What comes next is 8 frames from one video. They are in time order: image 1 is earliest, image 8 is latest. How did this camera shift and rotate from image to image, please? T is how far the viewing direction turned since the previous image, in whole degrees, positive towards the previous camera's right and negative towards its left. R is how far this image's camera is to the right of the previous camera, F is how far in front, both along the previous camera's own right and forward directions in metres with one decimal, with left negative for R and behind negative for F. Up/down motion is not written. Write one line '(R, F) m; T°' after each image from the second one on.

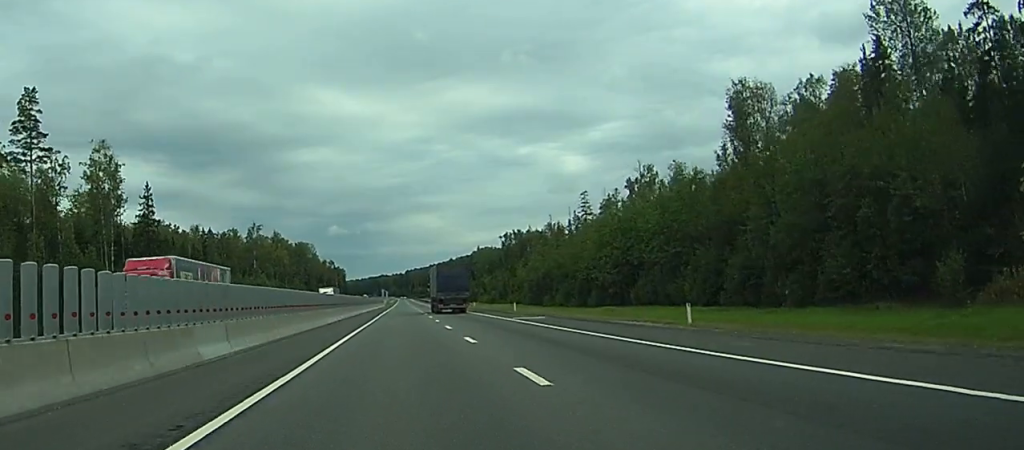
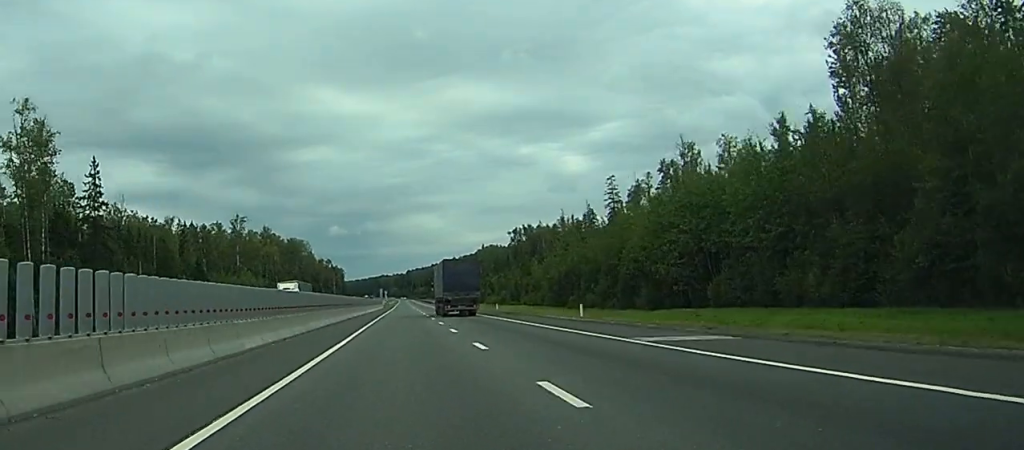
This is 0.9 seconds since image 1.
(0.0, +28.8) m; 0°
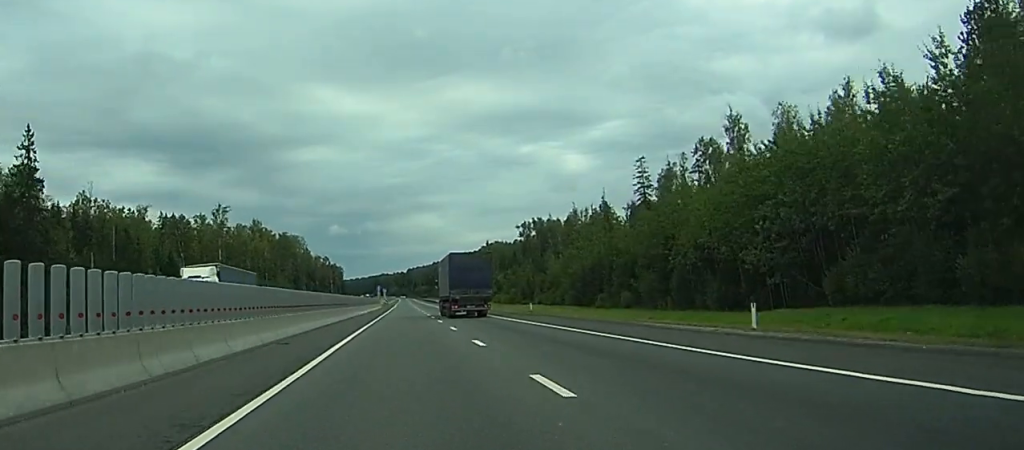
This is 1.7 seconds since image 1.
(0.0, +25.6) m; 0°
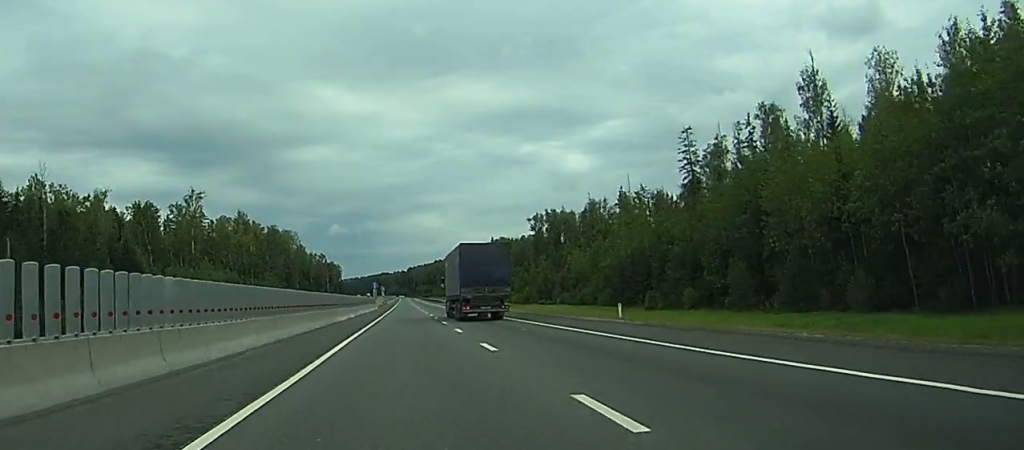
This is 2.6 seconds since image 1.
(+0.1, +31.1) m; 0°
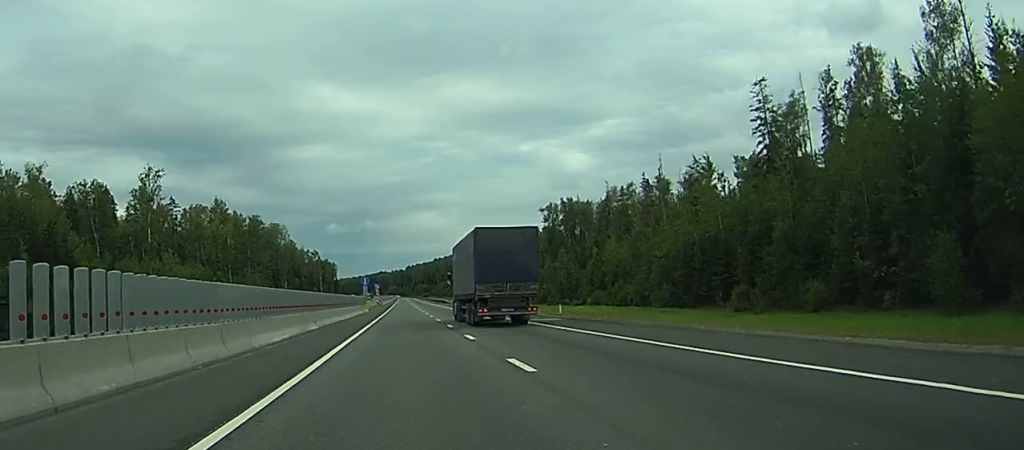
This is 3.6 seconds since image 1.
(0.0, +34.5) m; 0°
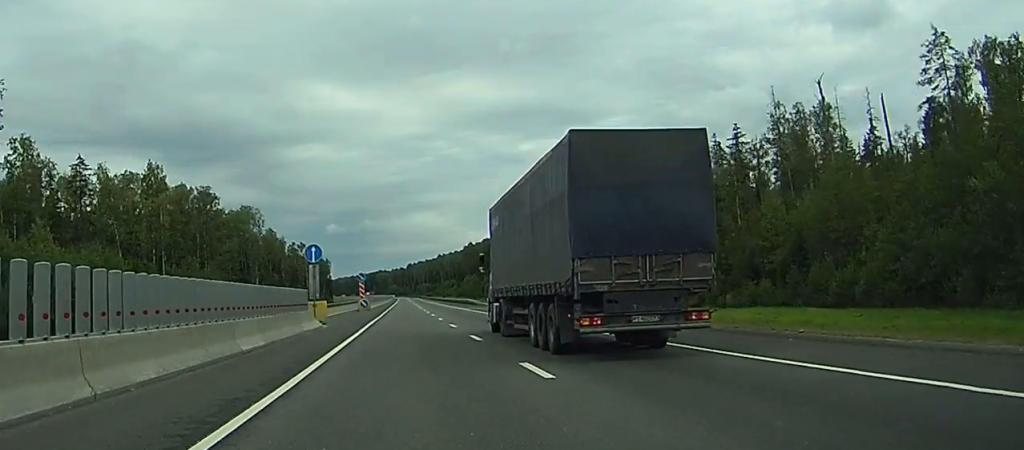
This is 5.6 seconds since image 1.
(-0.1, +63.9) m; -1°
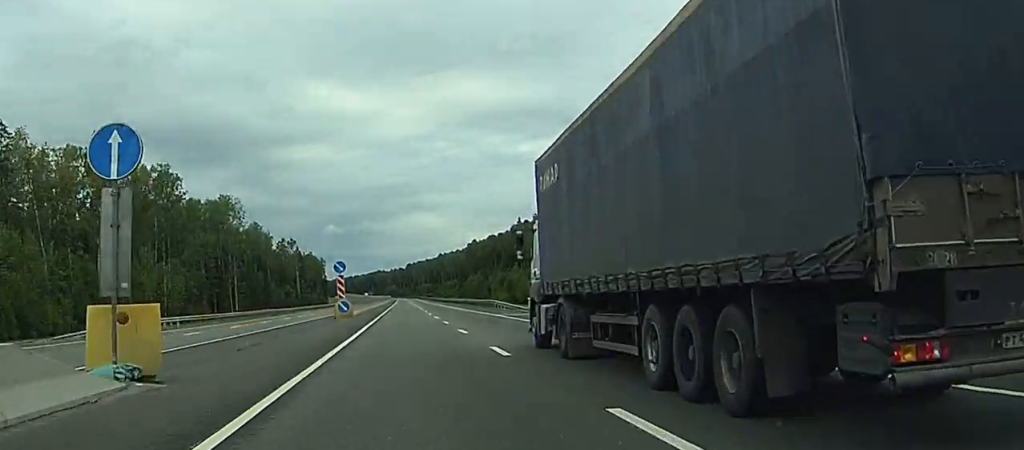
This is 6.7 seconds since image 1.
(-0.2, +25.9) m; -1°
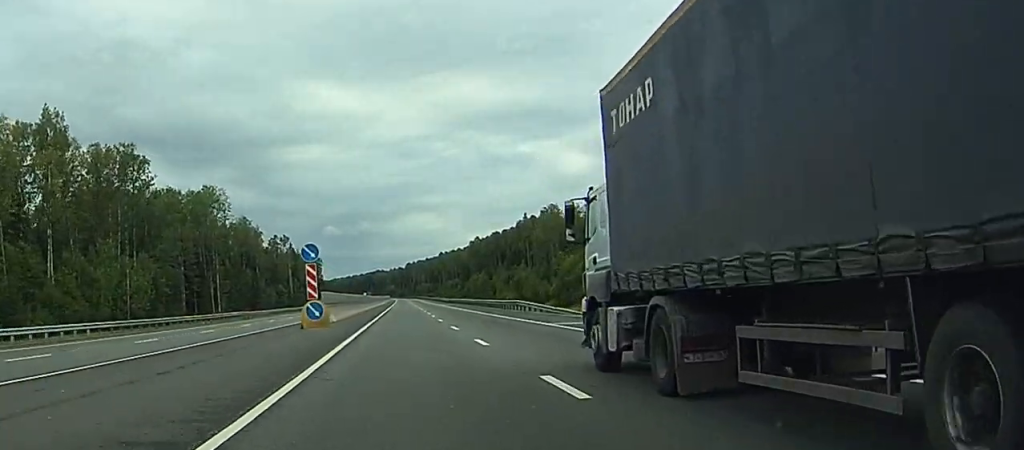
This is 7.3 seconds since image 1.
(0.0, +15.6) m; 0°
